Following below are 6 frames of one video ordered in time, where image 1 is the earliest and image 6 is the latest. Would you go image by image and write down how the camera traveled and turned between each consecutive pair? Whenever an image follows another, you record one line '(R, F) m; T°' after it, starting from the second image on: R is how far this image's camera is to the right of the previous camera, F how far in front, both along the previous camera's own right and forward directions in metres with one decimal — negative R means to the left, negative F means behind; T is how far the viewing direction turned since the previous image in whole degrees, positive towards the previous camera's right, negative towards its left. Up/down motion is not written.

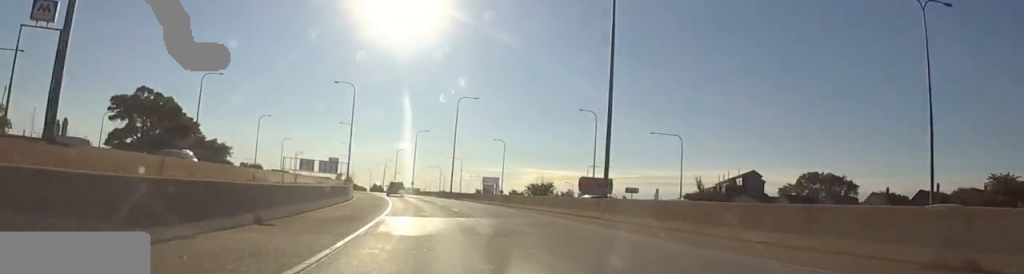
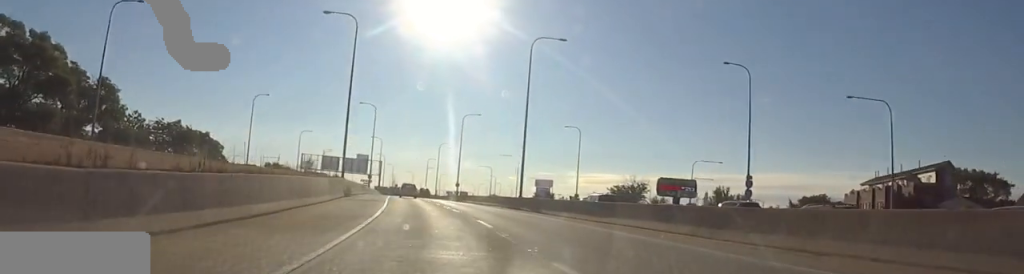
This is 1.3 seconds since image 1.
(-2.2, +38.0) m; -6°
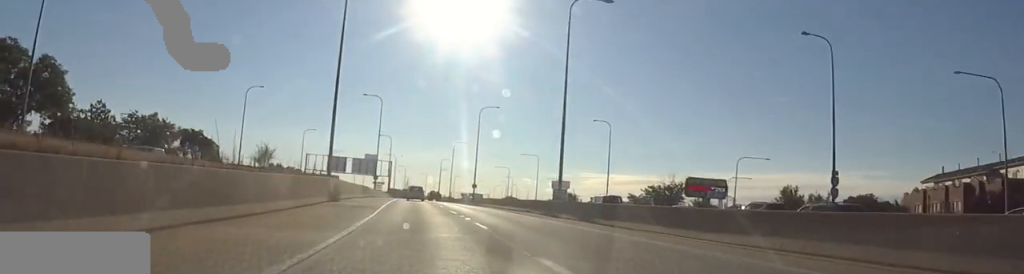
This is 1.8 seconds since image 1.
(-0.2, +12.1) m; -1°
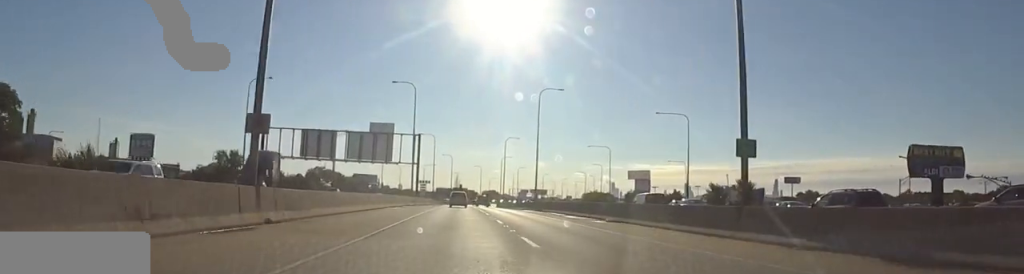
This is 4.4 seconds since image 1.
(0.0, +77.9) m; 0°
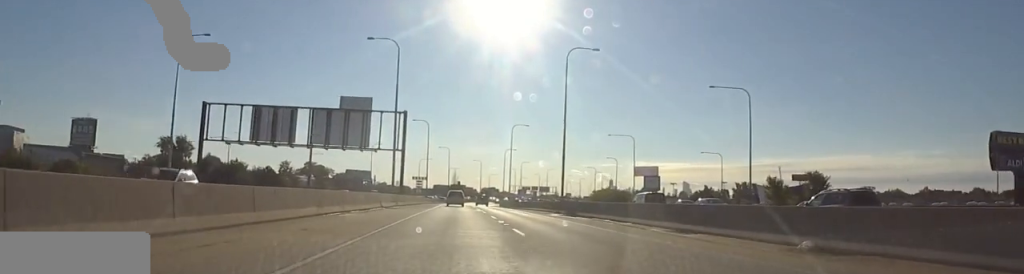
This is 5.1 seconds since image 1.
(-0.8, +21.3) m; 0°
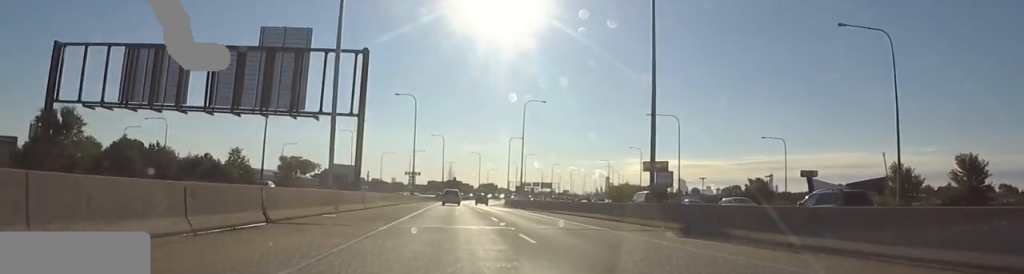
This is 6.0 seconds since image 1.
(+1.2, +27.3) m; +2°
